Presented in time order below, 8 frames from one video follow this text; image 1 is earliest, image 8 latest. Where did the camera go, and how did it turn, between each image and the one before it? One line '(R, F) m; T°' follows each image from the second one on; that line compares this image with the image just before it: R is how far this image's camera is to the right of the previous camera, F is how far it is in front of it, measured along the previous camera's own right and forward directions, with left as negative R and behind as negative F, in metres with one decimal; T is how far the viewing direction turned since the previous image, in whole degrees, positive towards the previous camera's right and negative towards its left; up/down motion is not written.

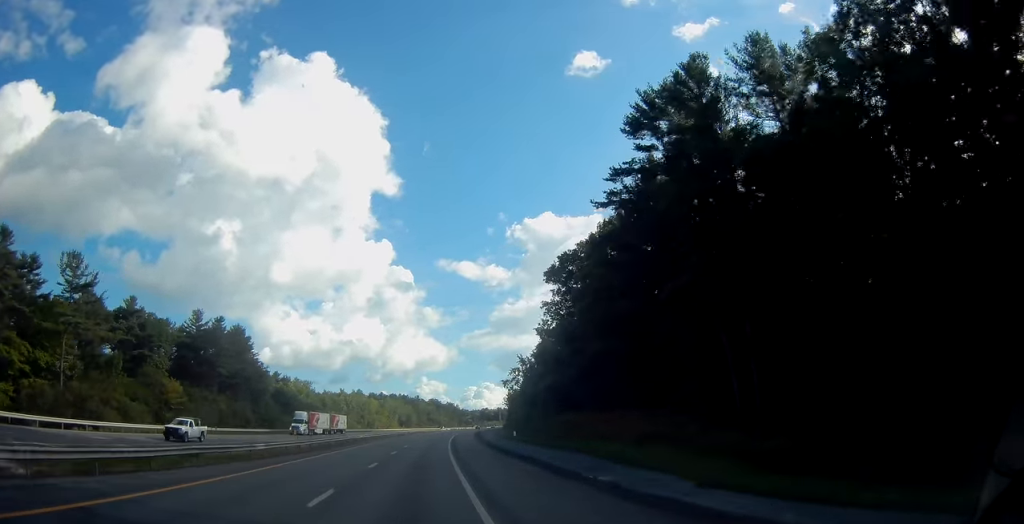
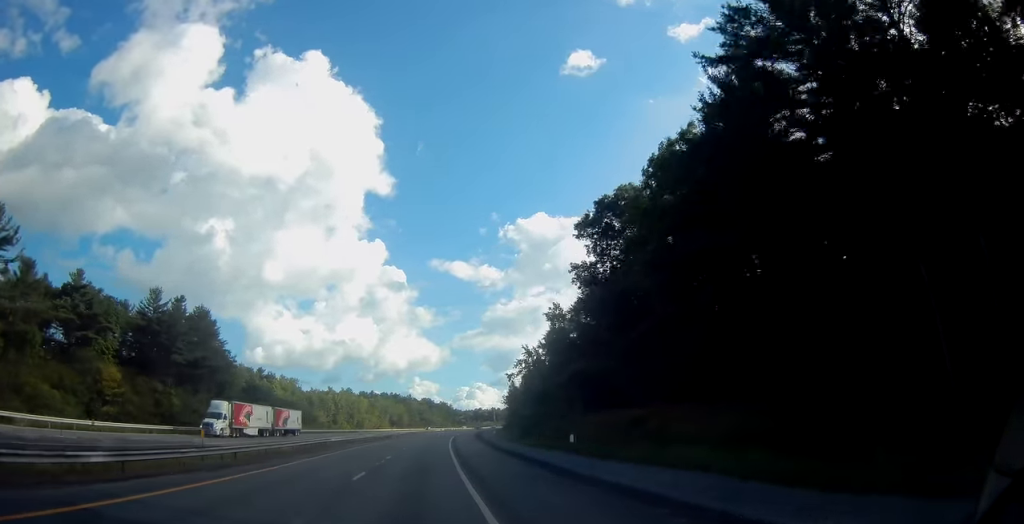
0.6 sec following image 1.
(0.0, +17.1) m; +1°
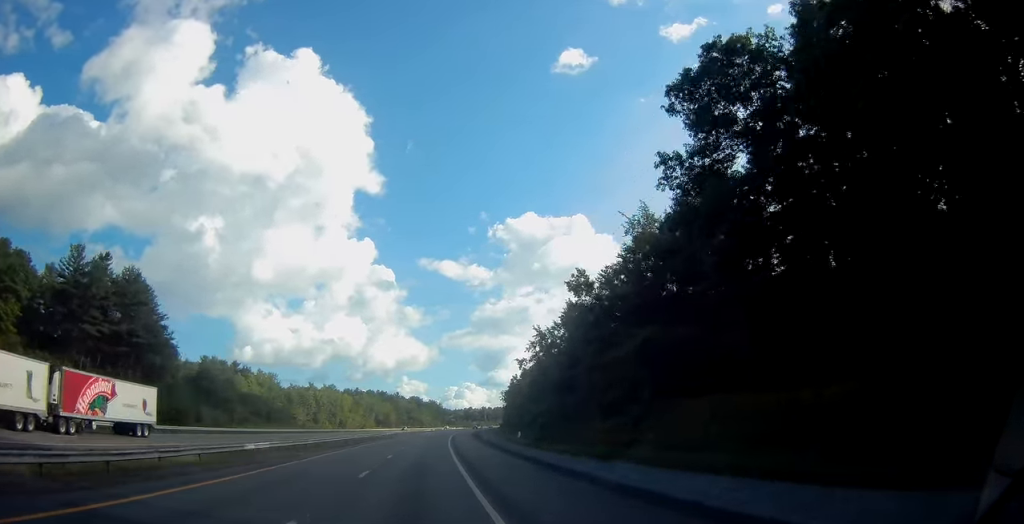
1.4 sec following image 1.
(+0.2, +23.8) m; +2°
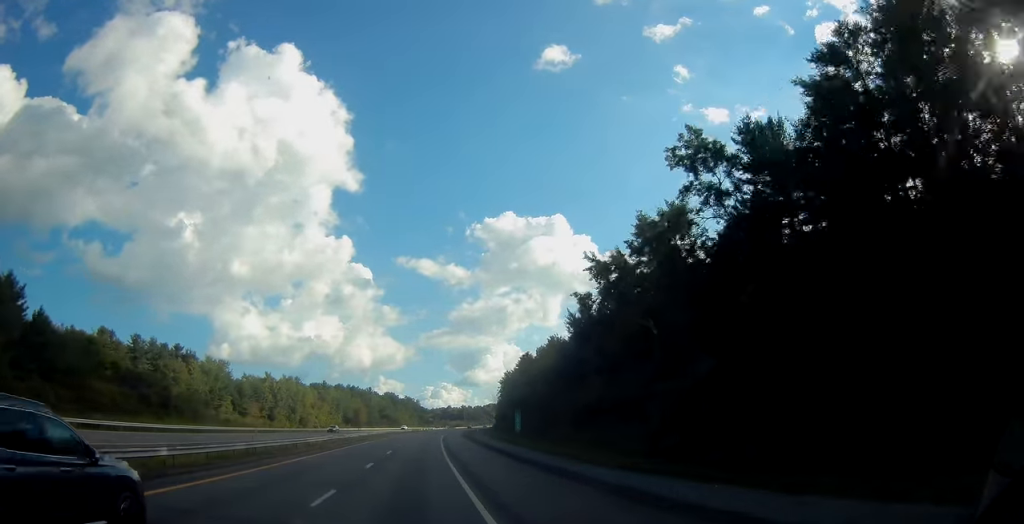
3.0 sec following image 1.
(+1.2, +43.8) m; +3°
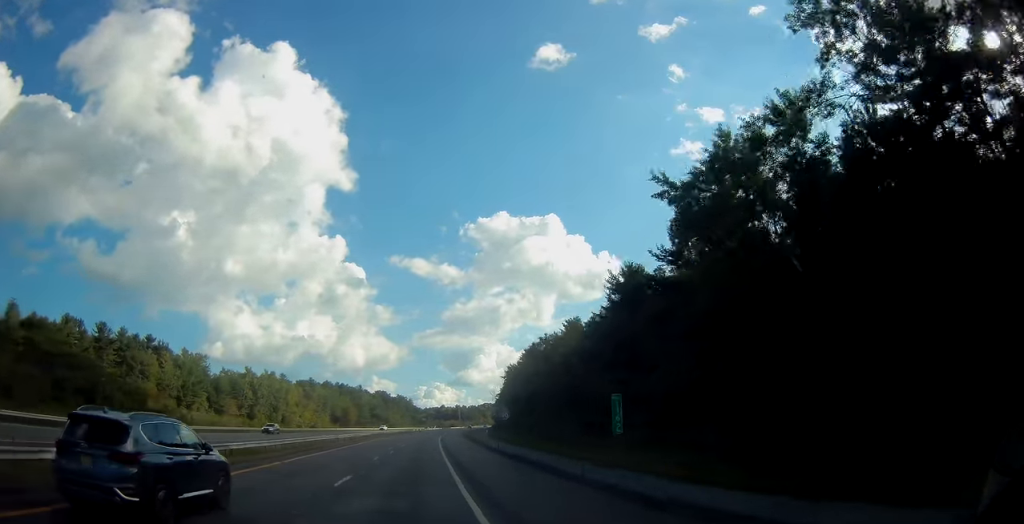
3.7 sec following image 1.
(+0.2, +20.0) m; +1°
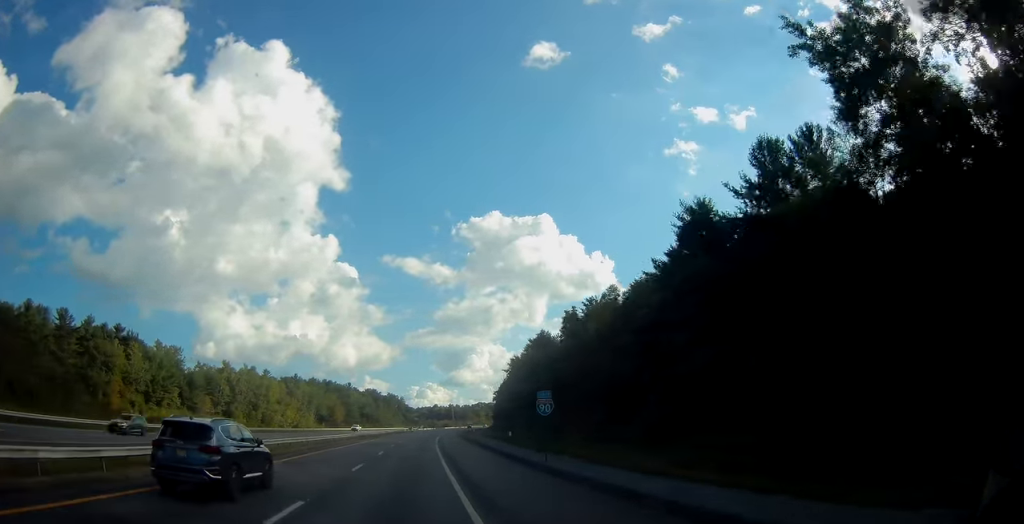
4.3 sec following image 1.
(+0.1, +19.0) m; +1°
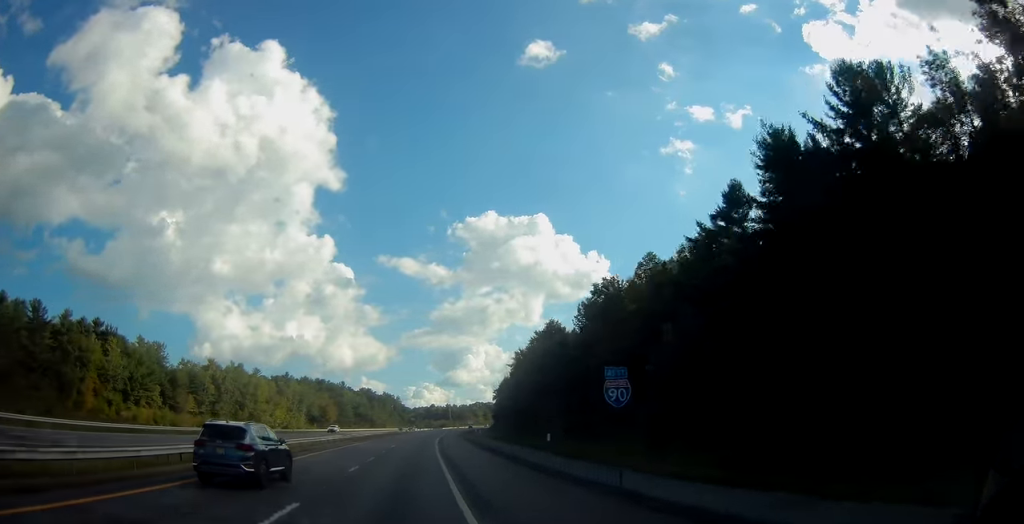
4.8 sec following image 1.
(+0.1, +12.4) m; 0°
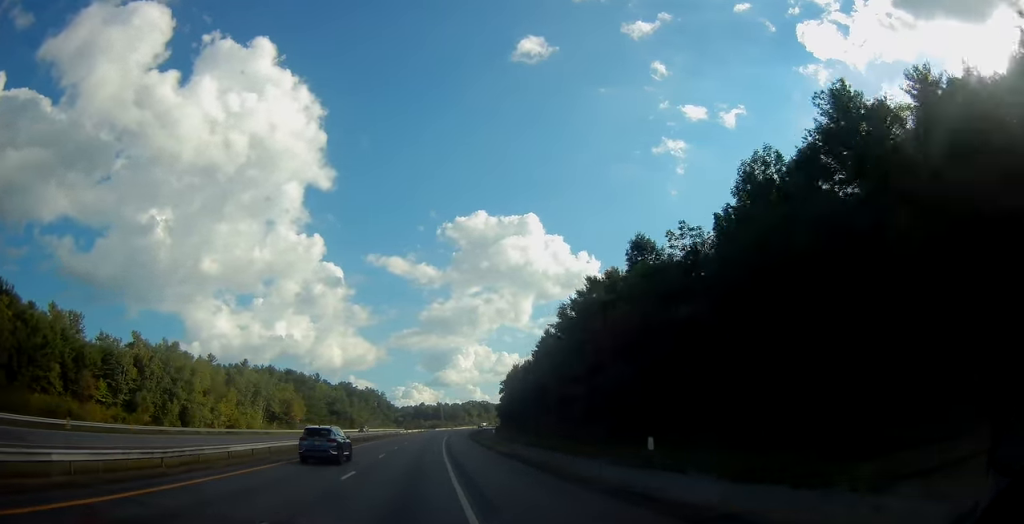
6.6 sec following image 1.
(+0.5, +51.5) m; +1°
